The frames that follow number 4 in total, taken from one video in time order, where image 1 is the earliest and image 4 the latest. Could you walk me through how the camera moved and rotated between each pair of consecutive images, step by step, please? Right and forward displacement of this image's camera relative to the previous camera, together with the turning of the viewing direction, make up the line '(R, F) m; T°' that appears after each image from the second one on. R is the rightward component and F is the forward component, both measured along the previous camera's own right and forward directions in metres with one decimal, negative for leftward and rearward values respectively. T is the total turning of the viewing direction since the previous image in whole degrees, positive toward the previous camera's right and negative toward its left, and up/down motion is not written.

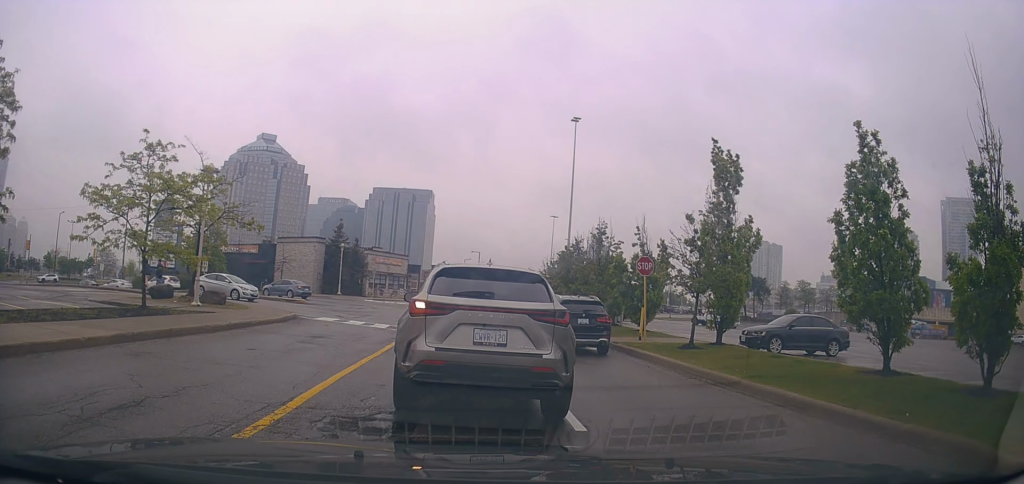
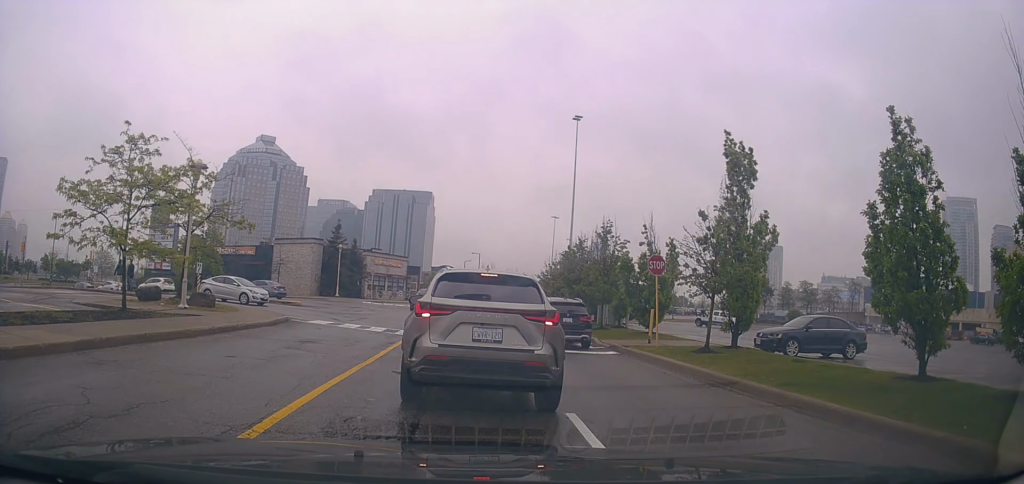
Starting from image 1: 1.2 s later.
(+0.3, +1.2) m; 0°
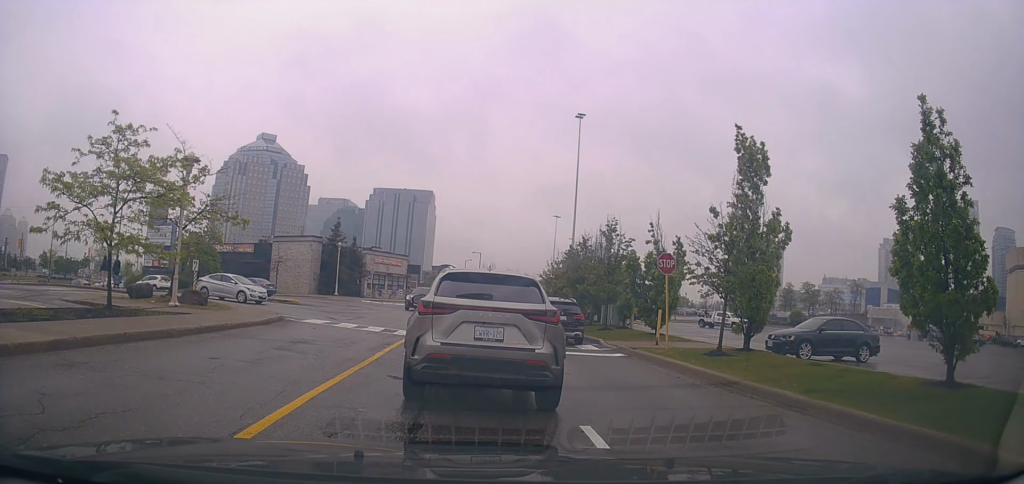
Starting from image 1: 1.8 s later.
(+0.1, +0.6) m; 0°
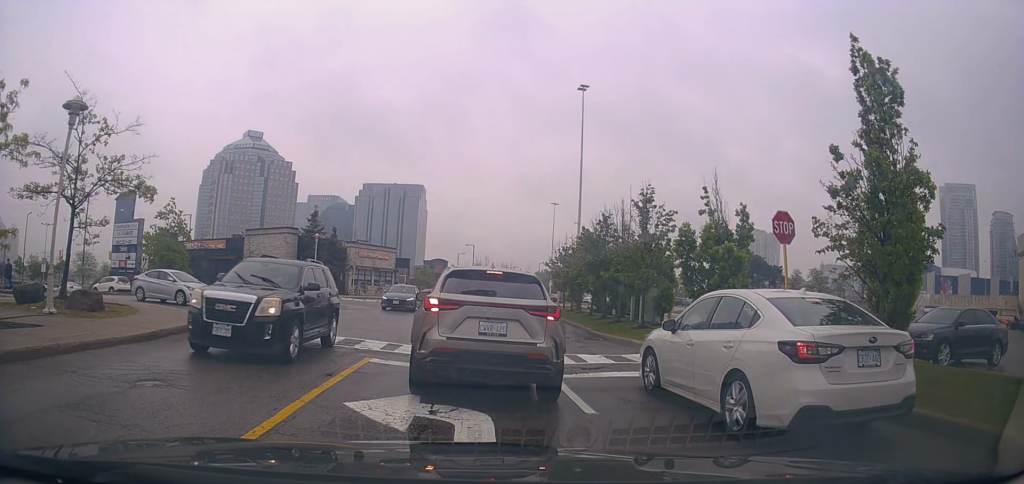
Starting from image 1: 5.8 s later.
(-0.3, +4.2) m; +7°
